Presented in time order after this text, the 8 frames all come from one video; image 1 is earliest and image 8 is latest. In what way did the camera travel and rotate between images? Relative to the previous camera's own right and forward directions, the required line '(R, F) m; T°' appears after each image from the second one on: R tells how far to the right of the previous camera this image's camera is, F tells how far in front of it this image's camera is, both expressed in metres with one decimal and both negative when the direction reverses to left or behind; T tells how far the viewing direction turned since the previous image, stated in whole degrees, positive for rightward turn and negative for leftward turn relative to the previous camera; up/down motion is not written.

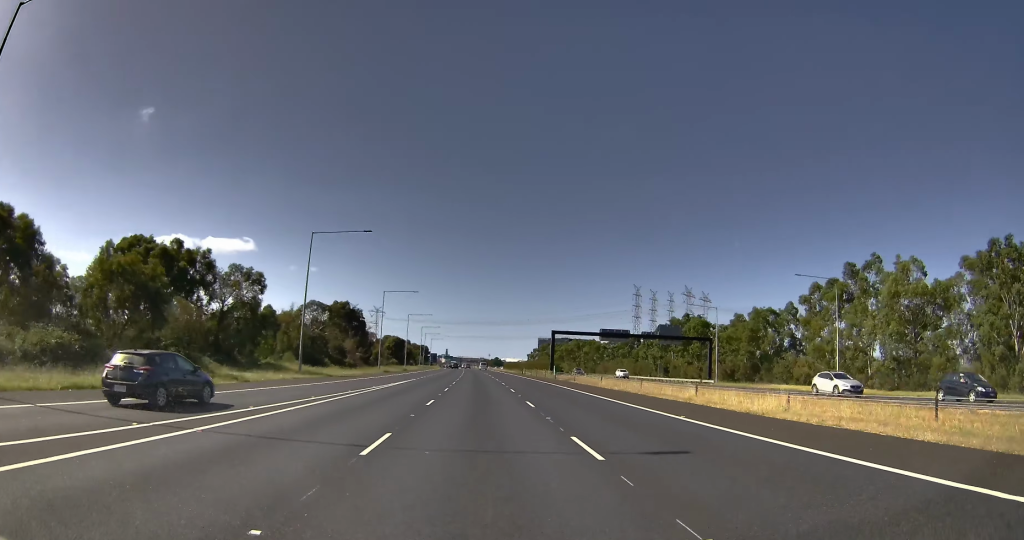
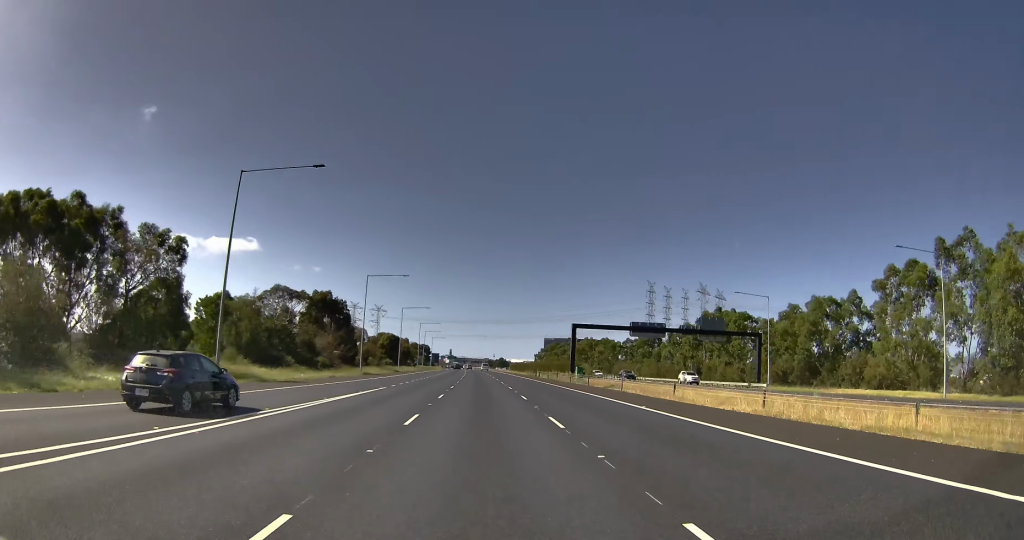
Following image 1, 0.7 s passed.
(0.0, +24.0) m; 0°
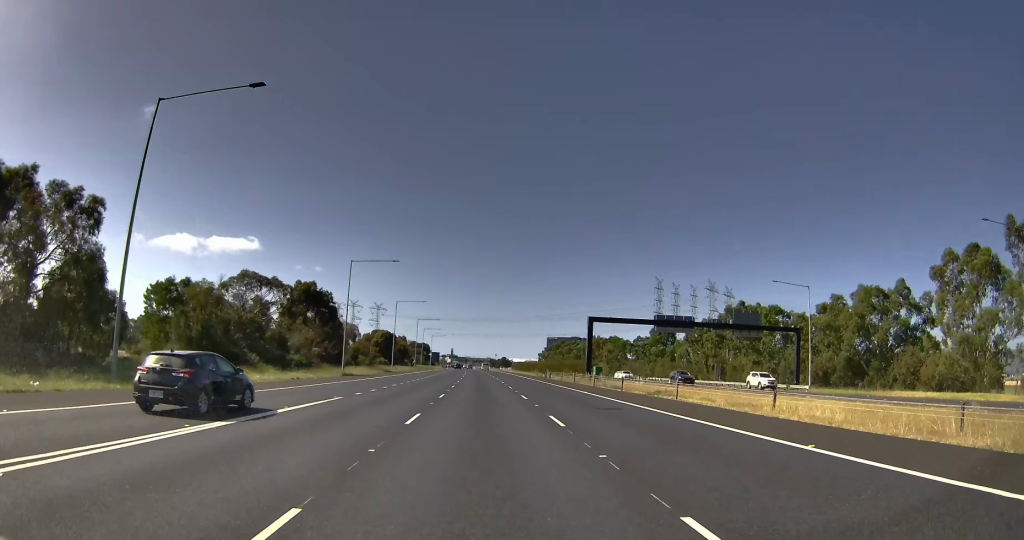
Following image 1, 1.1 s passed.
(+0.1, +14.8) m; 0°
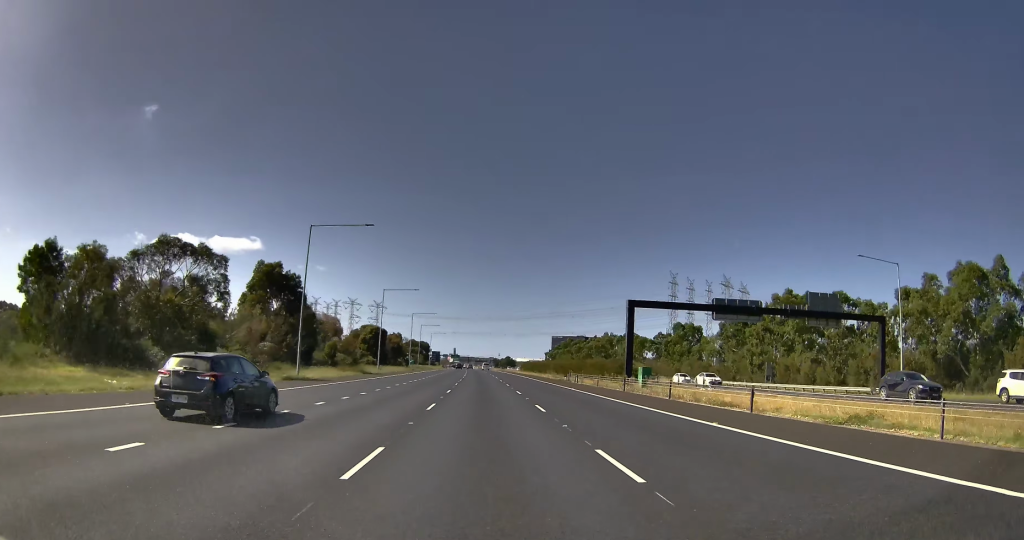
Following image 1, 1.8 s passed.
(-0.2, +22.4) m; 0°
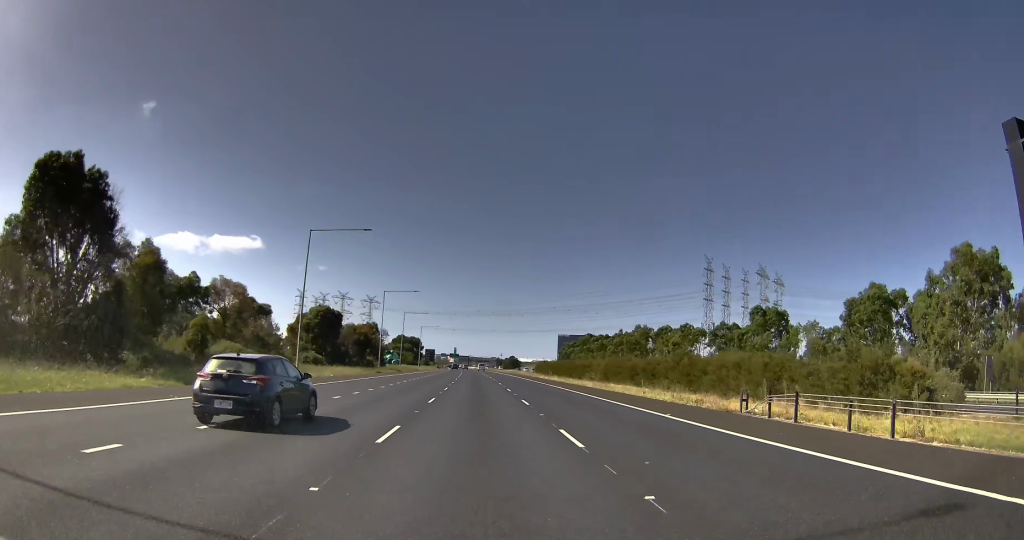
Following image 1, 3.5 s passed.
(+0.3, +48.6) m; +1°
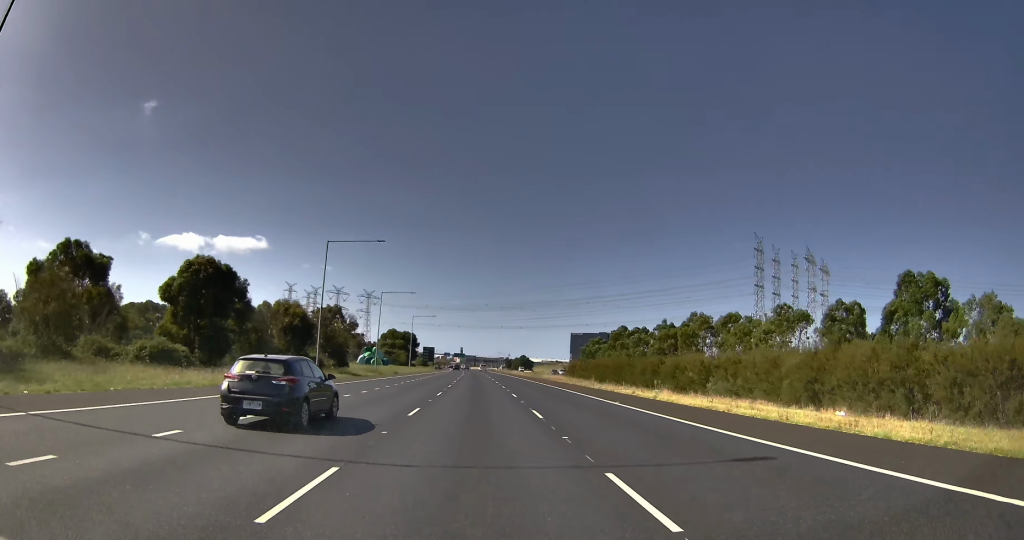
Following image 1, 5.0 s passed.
(+0.4, +42.9) m; +2°
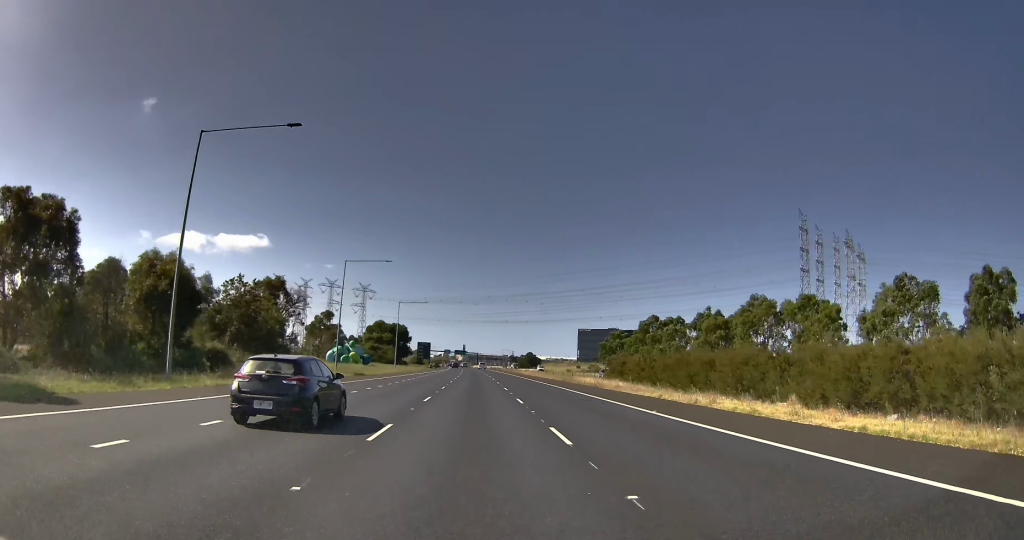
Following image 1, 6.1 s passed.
(+0.4, +30.5) m; +1°
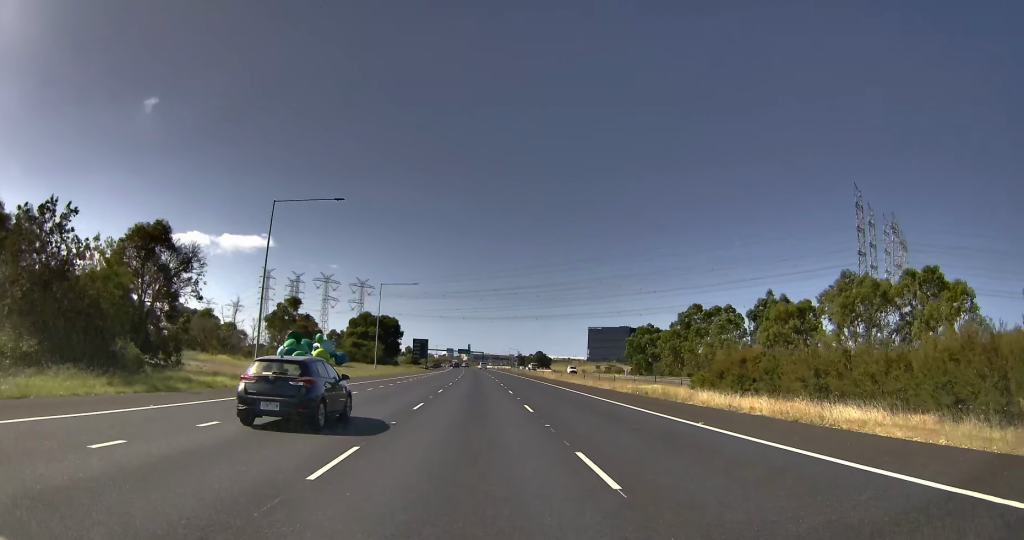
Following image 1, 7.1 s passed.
(0.0, +28.4) m; 0°
